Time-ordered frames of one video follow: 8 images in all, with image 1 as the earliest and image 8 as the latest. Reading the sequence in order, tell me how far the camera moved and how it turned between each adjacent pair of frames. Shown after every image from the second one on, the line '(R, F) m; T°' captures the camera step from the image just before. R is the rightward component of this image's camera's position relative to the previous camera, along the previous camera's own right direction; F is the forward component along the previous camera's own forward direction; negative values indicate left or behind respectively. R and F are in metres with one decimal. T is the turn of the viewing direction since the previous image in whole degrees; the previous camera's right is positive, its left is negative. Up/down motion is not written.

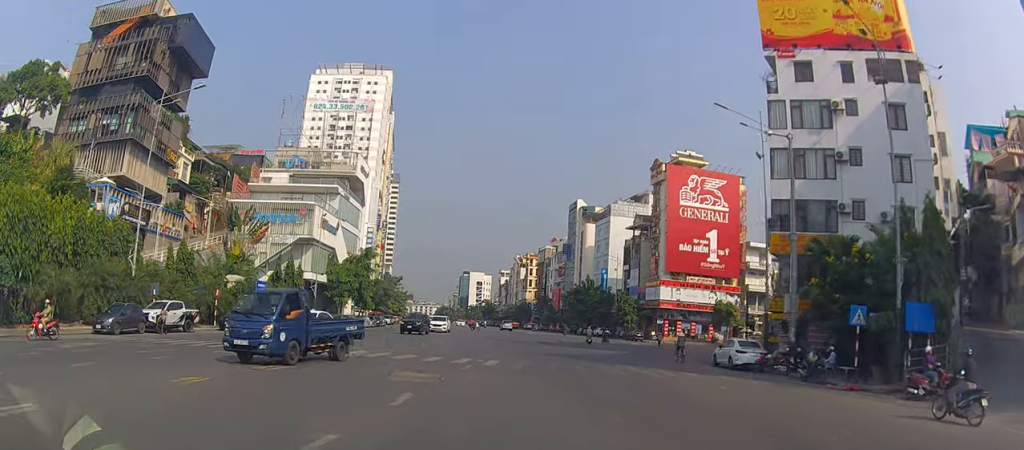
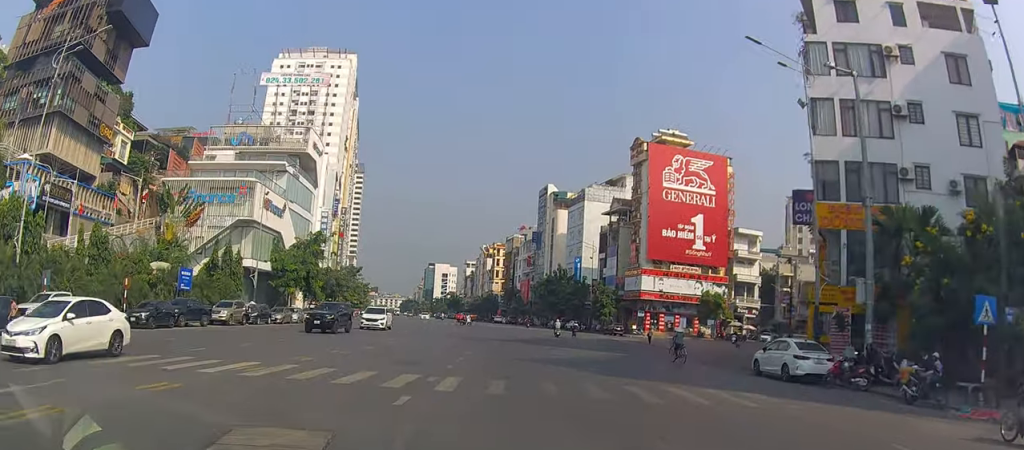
(+0.6, +9.6) m; +9°
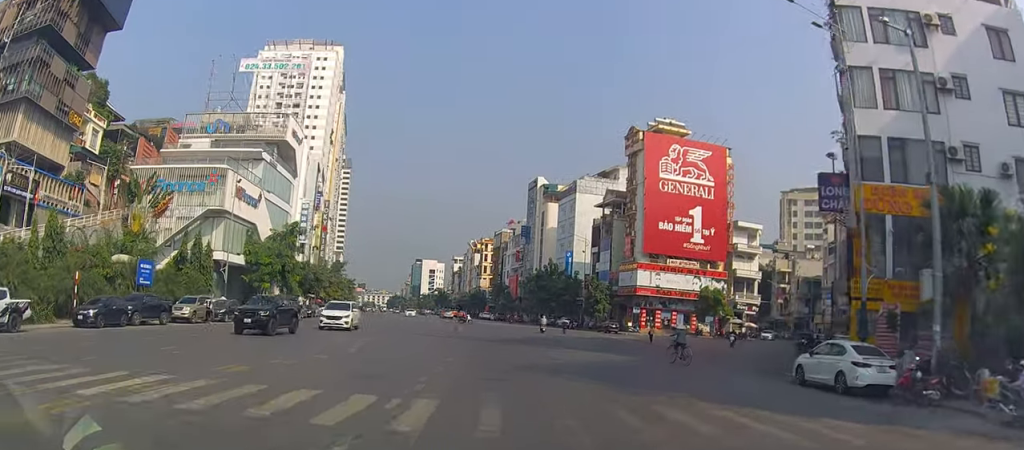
(+0.2, +4.7) m; +3°
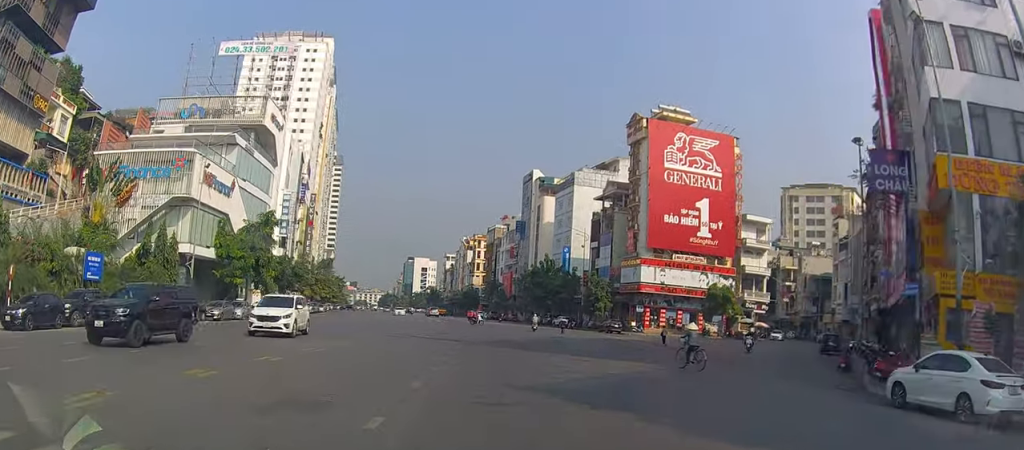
(+0.6, +6.0) m; +3°
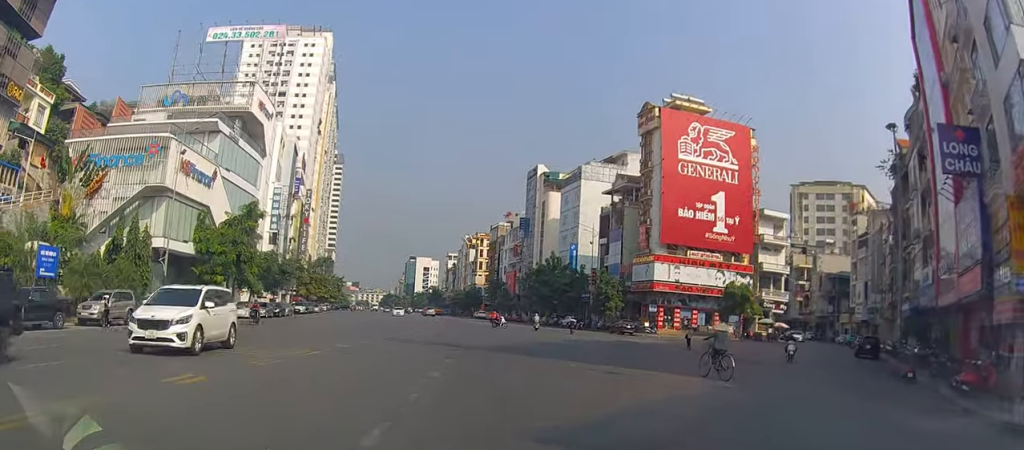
(-0.3, +5.3) m; 0°
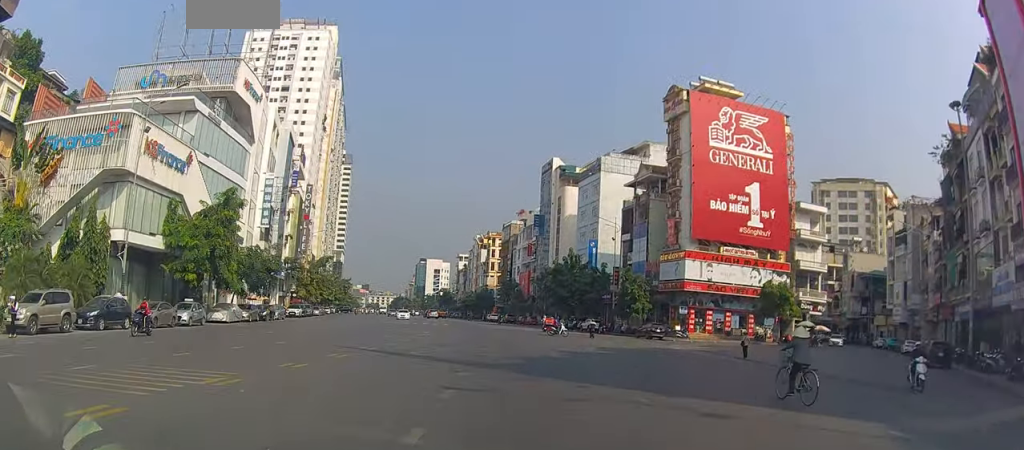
(+0.2, +7.5) m; +3°
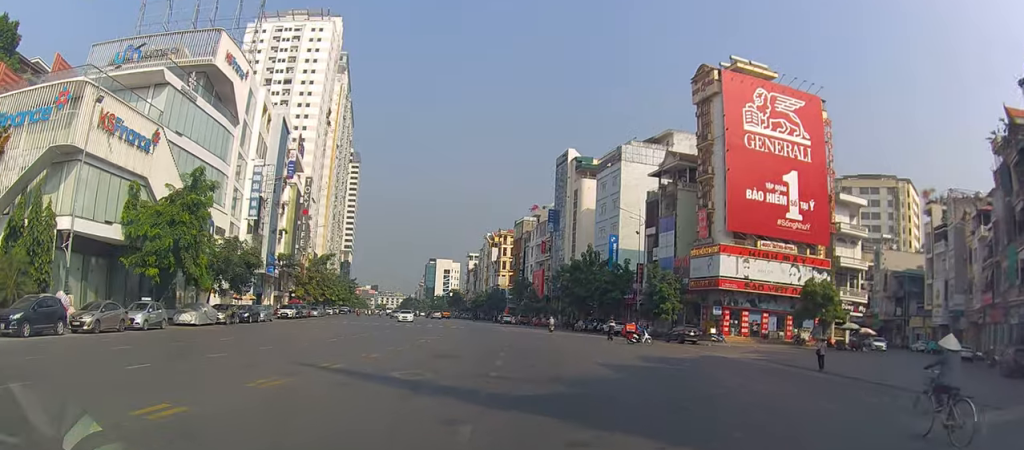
(+0.2, +7.2) m; -1°
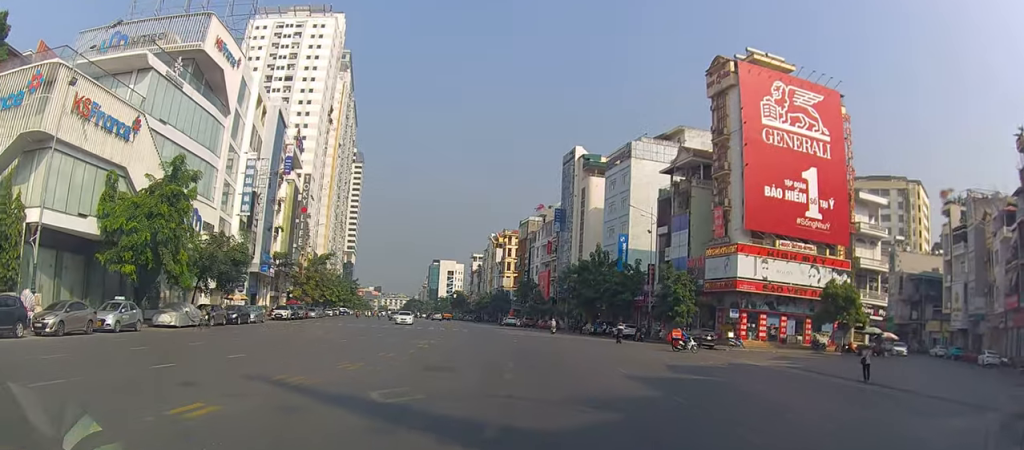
(+0.1, +3.5) m; -2°
